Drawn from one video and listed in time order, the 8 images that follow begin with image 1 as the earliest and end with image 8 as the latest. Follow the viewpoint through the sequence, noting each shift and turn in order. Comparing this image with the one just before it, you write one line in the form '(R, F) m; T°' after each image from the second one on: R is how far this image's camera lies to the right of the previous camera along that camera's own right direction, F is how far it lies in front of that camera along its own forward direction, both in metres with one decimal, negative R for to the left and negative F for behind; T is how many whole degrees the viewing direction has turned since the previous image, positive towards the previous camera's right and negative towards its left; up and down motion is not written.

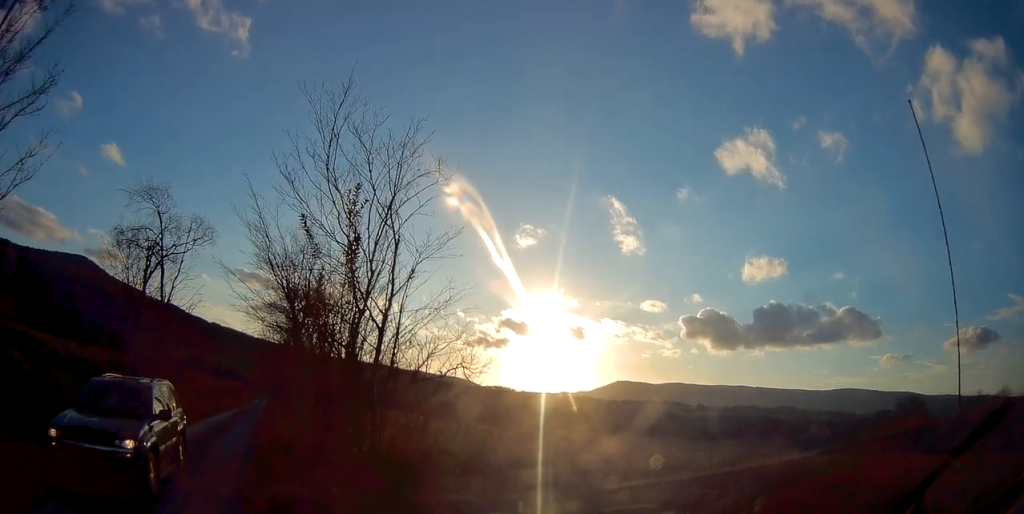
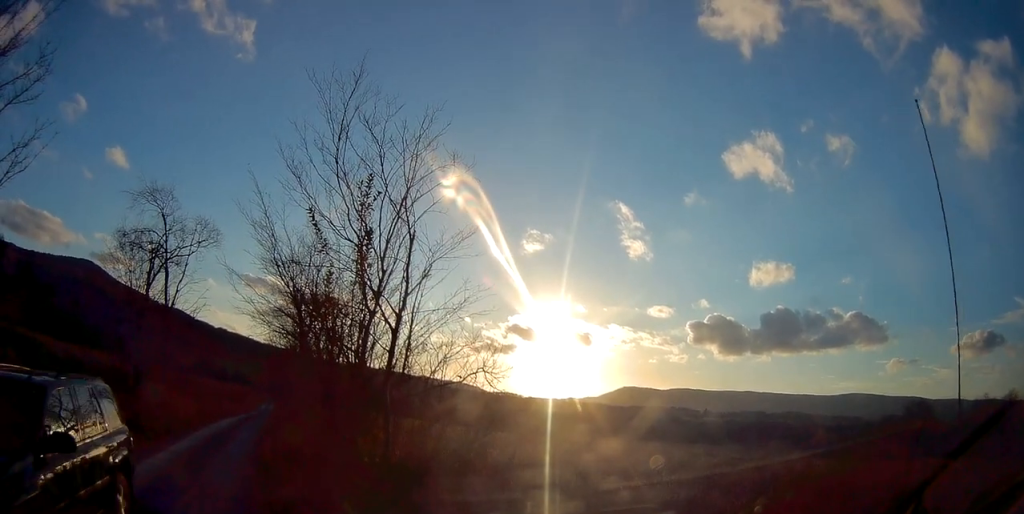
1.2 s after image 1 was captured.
(0.0, +0.6) m; 0°
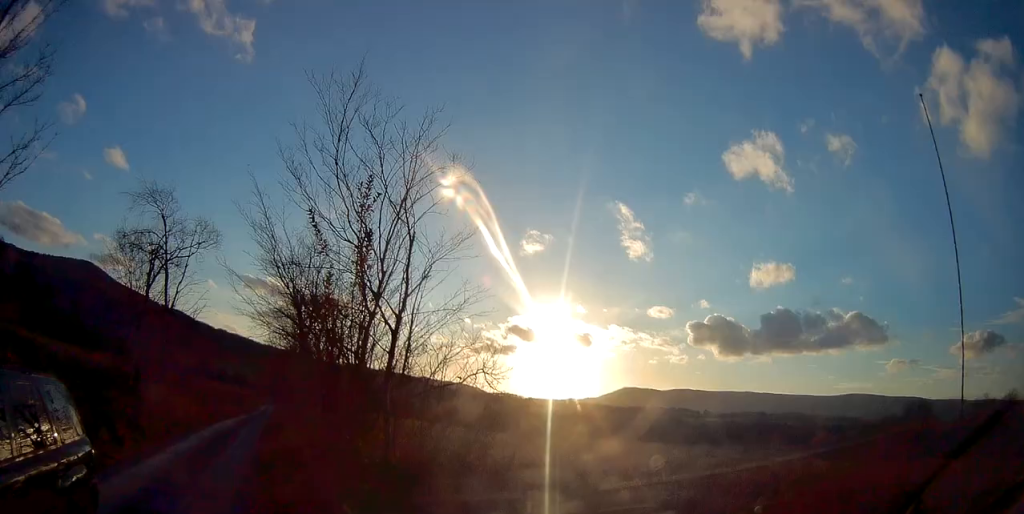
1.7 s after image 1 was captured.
(-0.1, +0.1) m; 0°
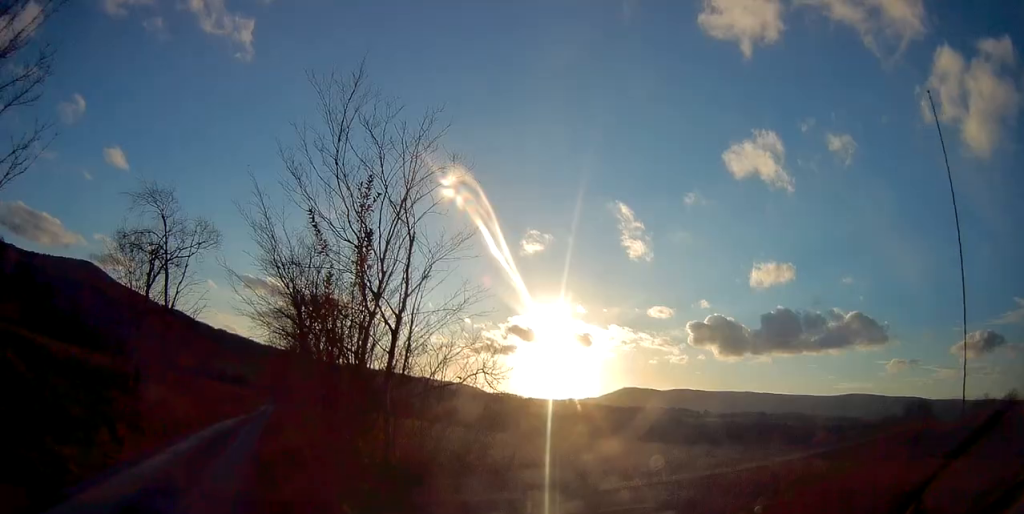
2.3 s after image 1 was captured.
(0.0, 0.0) m; 0°
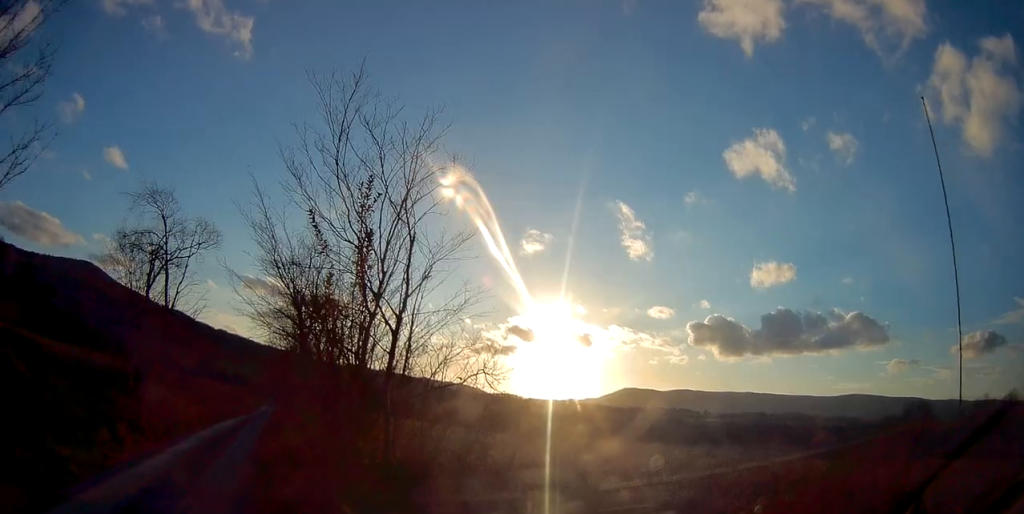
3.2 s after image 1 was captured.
(0.0, 0.0) m; 0°
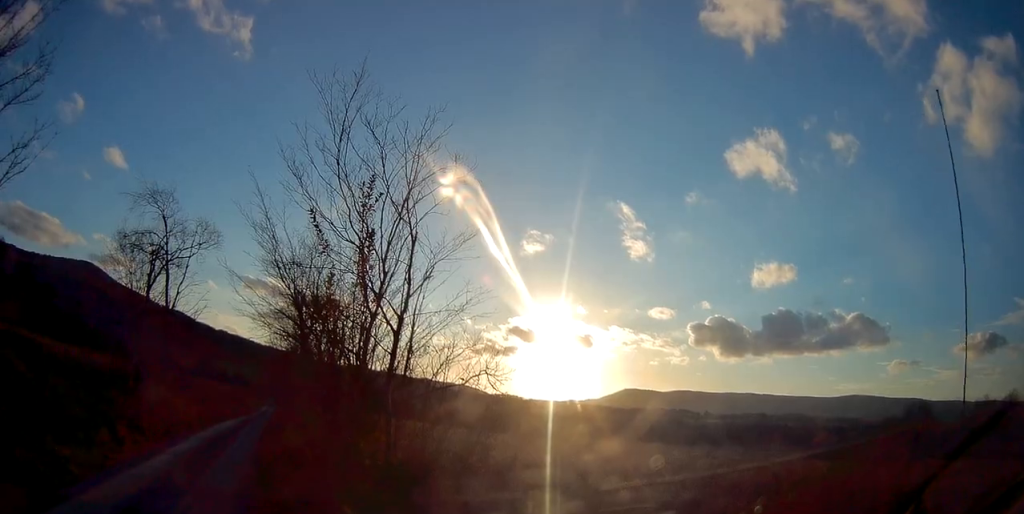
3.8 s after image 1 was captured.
(0.0, 0.0) m; 0°
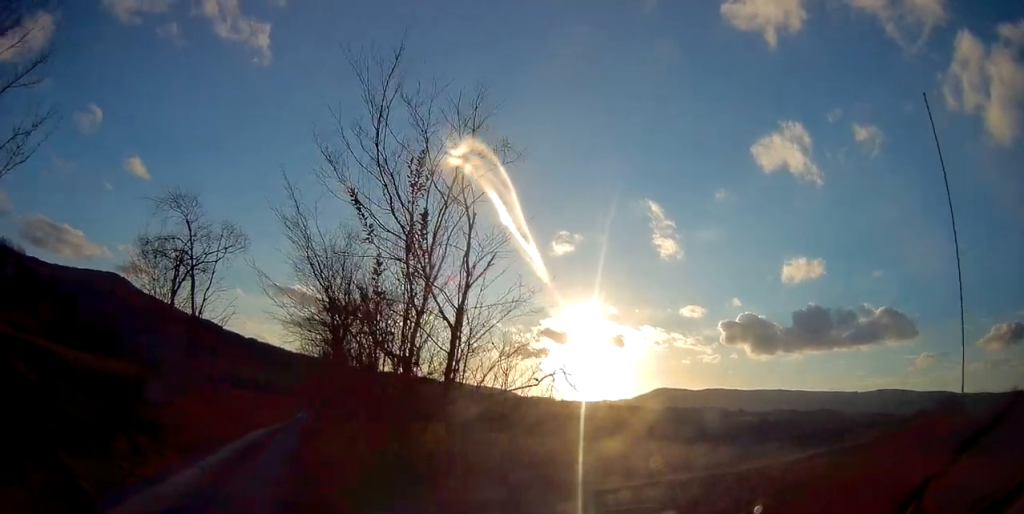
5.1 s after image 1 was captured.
(-0.2, +0.4) m; -7°
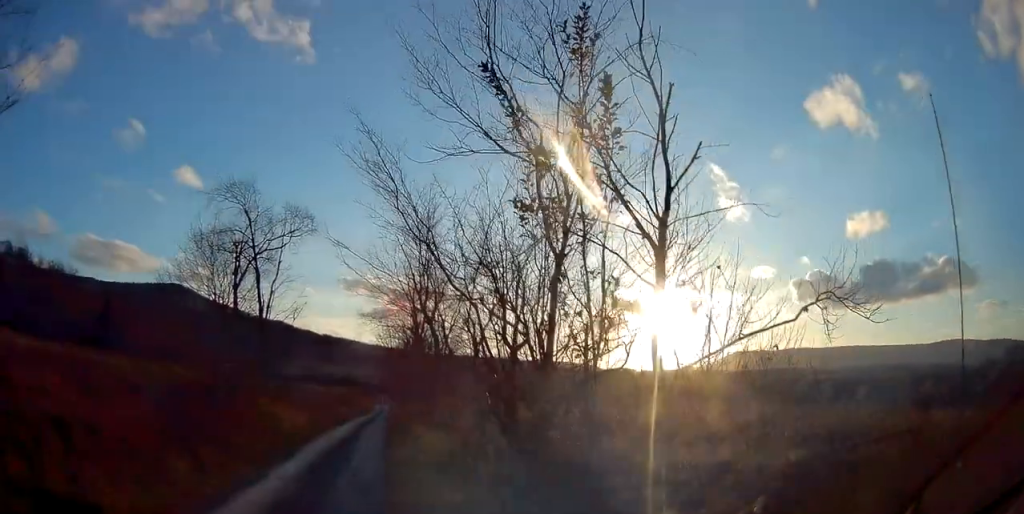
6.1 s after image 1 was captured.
(-0.2, +1.4) m; -8°
